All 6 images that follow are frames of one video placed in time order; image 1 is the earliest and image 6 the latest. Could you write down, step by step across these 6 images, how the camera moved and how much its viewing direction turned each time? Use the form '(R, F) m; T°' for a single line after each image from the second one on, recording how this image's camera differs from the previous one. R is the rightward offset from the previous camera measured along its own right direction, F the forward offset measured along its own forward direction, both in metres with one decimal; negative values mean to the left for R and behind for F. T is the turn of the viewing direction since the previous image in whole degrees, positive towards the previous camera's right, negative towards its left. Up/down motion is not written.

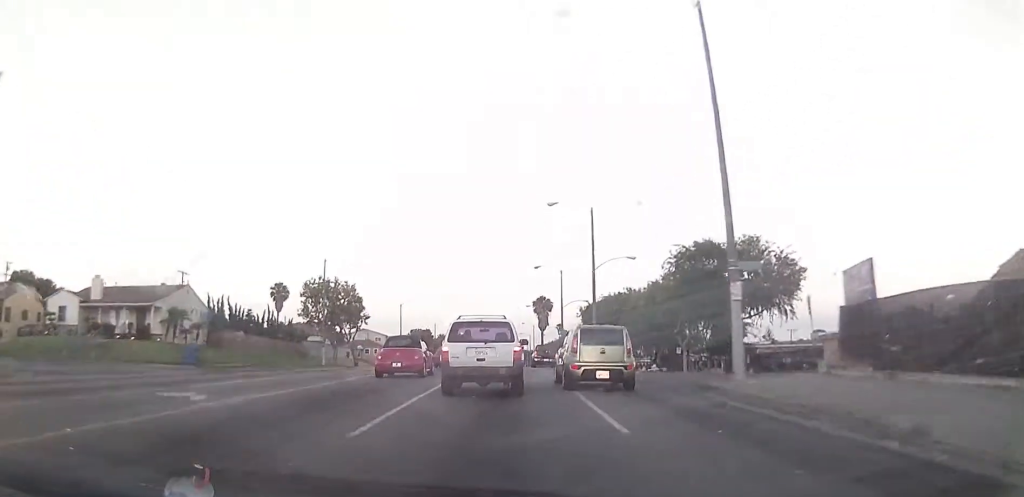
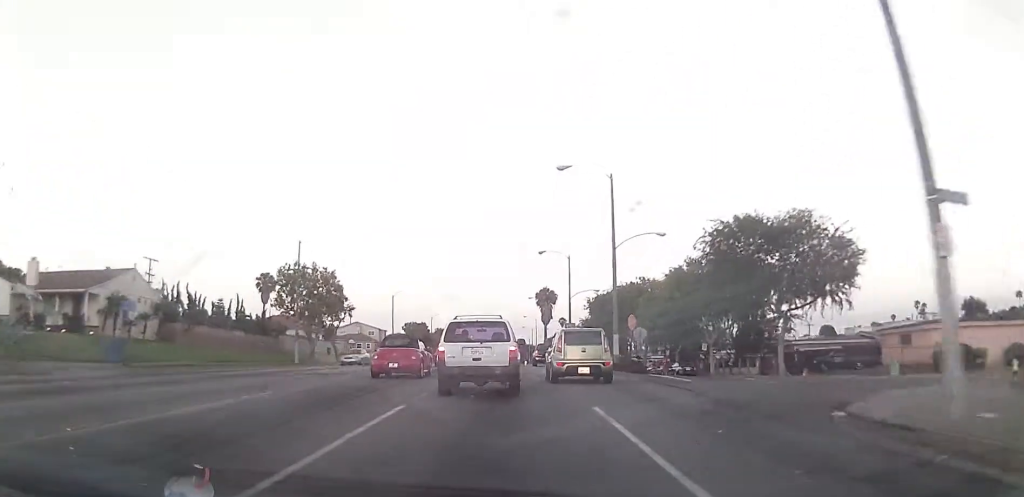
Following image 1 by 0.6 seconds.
(0.0, +8.7) m; 0°
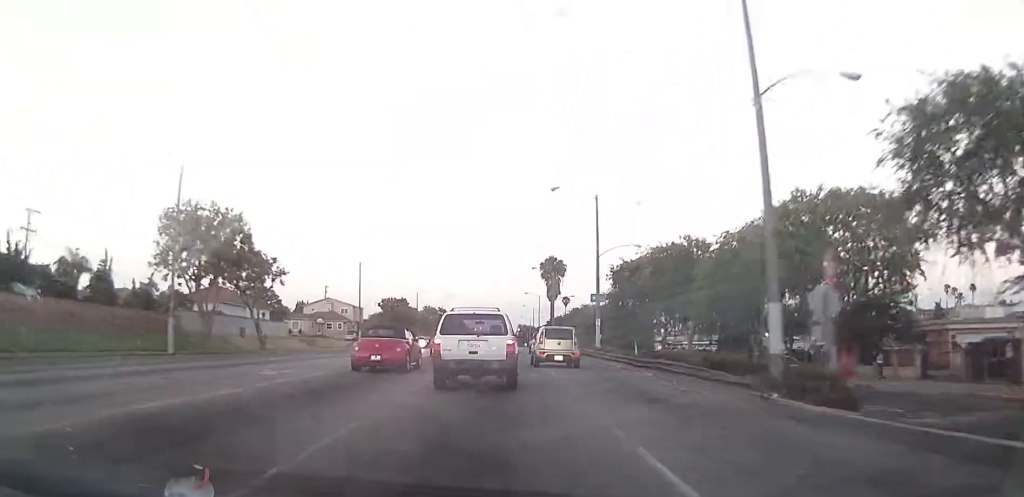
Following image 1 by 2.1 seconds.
(0.0, +22.4) m; 0°
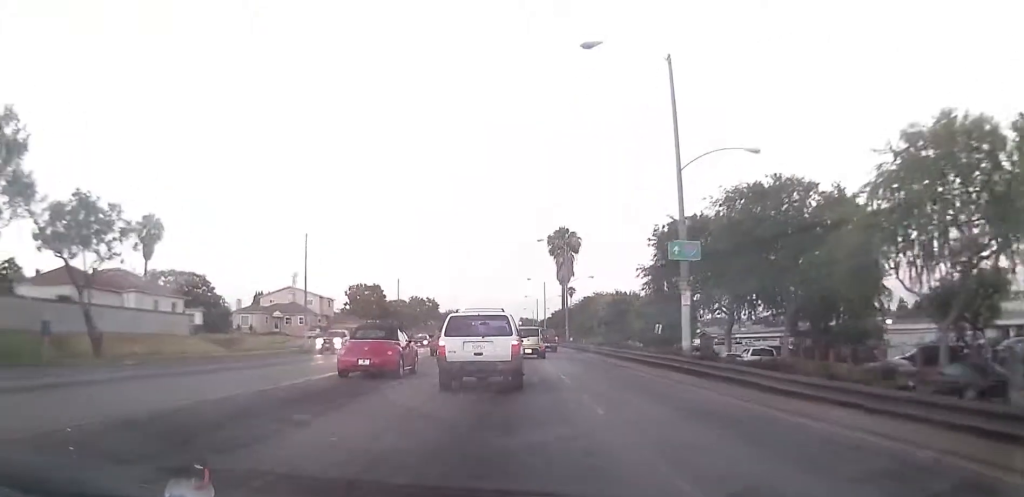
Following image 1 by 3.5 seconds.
(0.0, +22.8) m; 0°
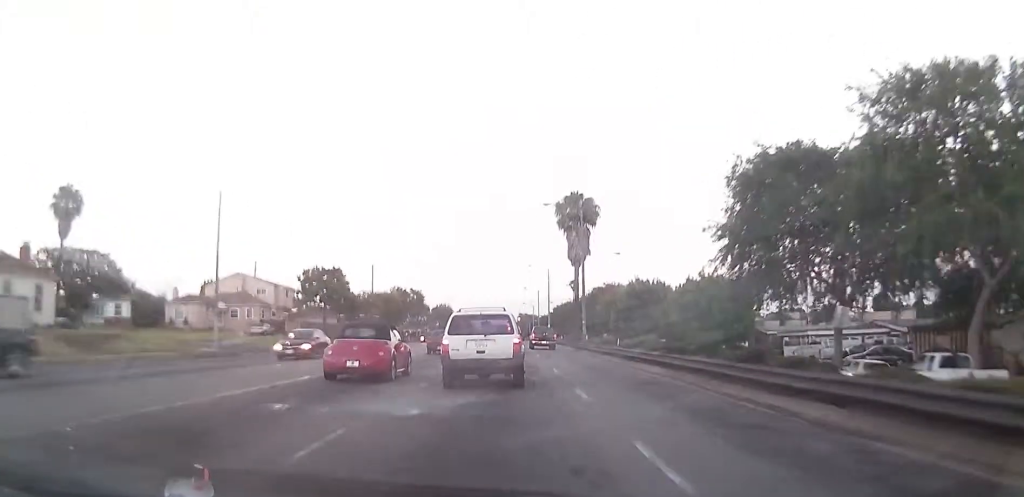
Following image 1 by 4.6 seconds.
(0.0, +19.4) m; 0°
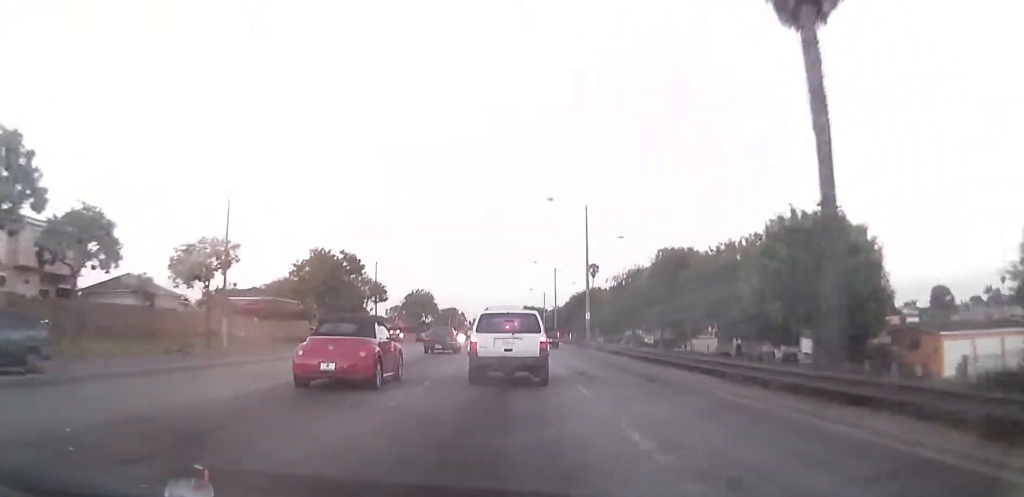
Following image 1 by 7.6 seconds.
(0.0, +50.3) m; 0°
